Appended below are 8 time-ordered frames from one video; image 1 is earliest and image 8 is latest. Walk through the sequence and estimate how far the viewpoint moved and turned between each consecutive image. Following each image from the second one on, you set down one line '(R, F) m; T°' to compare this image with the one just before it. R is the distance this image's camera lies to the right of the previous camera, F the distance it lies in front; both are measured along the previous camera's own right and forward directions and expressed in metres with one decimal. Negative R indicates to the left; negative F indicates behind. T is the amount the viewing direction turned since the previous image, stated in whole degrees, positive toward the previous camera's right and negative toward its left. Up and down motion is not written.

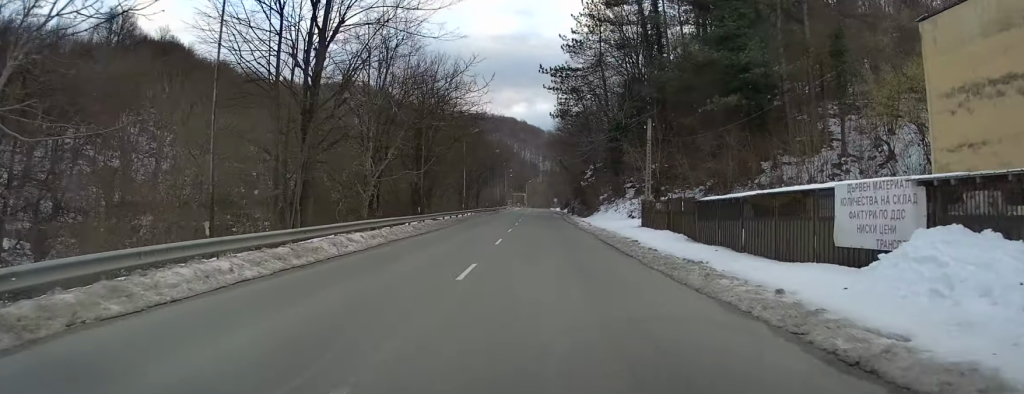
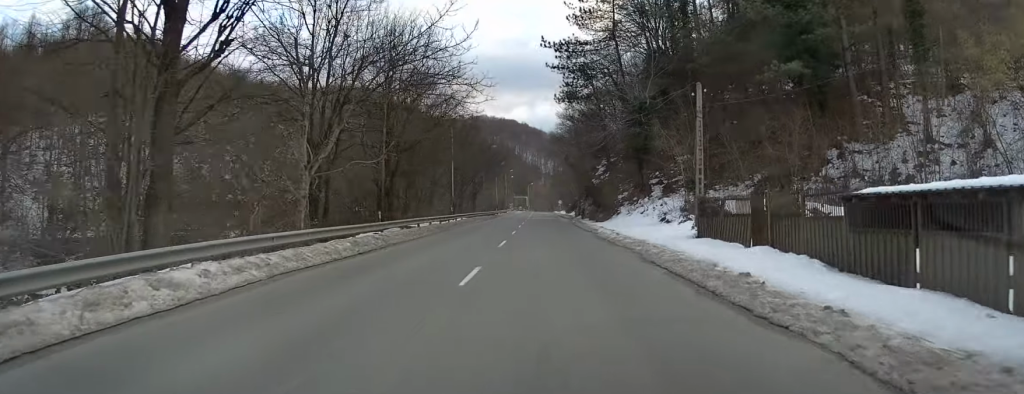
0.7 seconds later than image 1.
(+0.1, +10.4) m; 0°
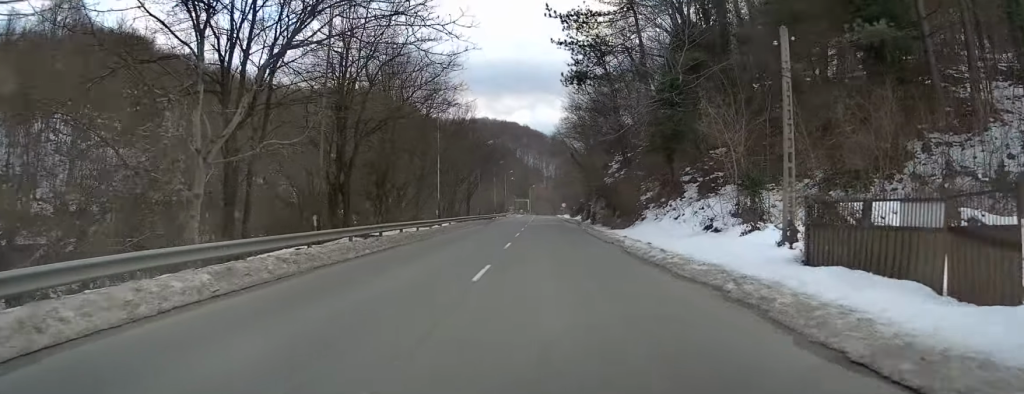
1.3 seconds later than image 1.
(0.0, +8.6) m; 0°
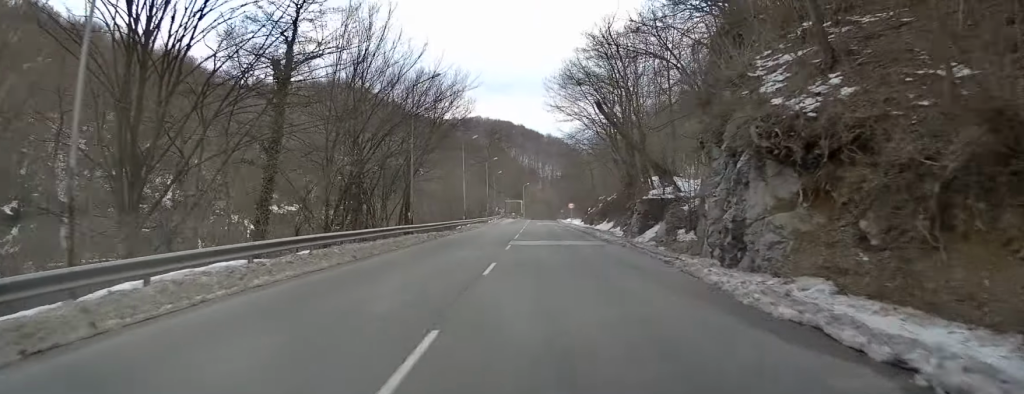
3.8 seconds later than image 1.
(0.0, +35.3) m; 0°
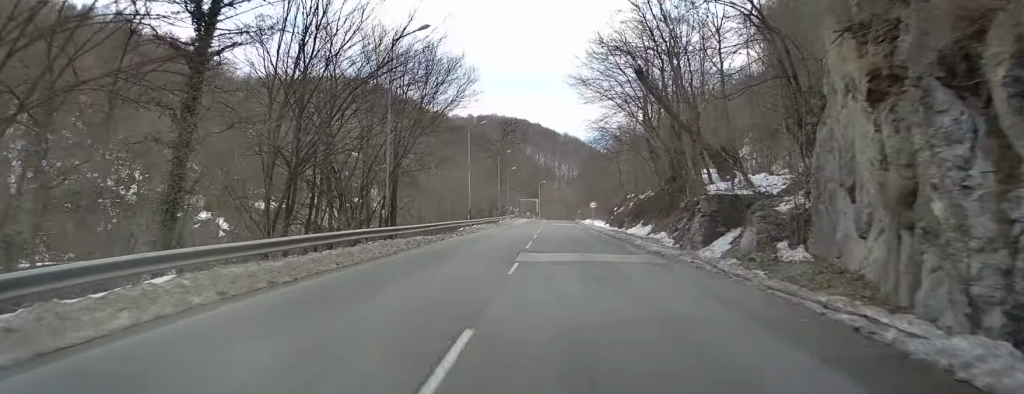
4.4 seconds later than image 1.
(0.0, +9.0) m; 0°
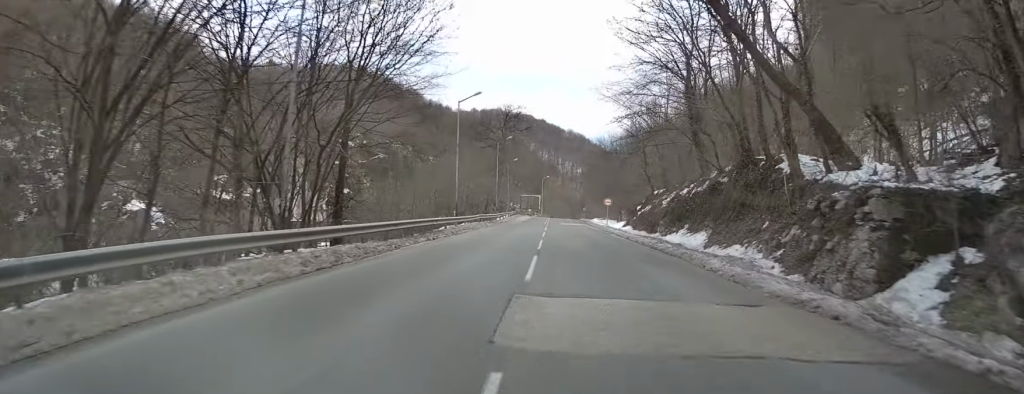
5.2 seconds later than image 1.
(0.0, +10.8) m; 0°
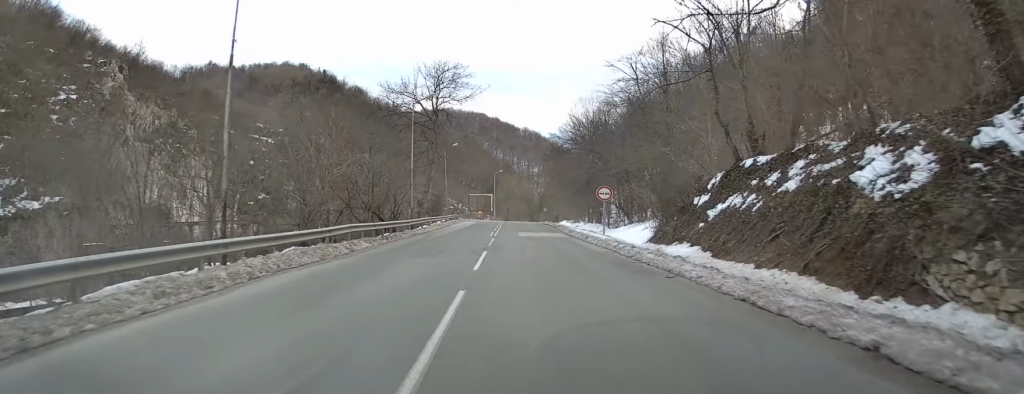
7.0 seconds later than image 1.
(+0.2, +26.1) m; 0°
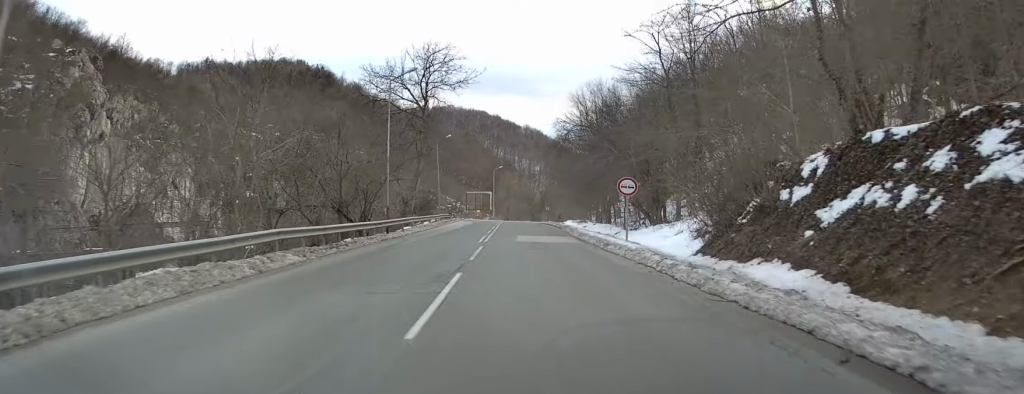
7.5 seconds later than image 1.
(-0.1, +7.2) m; 0°
